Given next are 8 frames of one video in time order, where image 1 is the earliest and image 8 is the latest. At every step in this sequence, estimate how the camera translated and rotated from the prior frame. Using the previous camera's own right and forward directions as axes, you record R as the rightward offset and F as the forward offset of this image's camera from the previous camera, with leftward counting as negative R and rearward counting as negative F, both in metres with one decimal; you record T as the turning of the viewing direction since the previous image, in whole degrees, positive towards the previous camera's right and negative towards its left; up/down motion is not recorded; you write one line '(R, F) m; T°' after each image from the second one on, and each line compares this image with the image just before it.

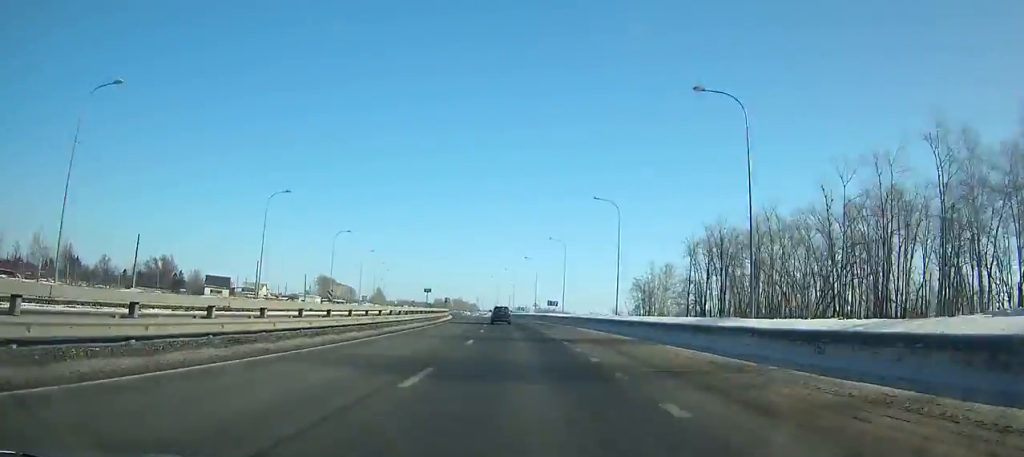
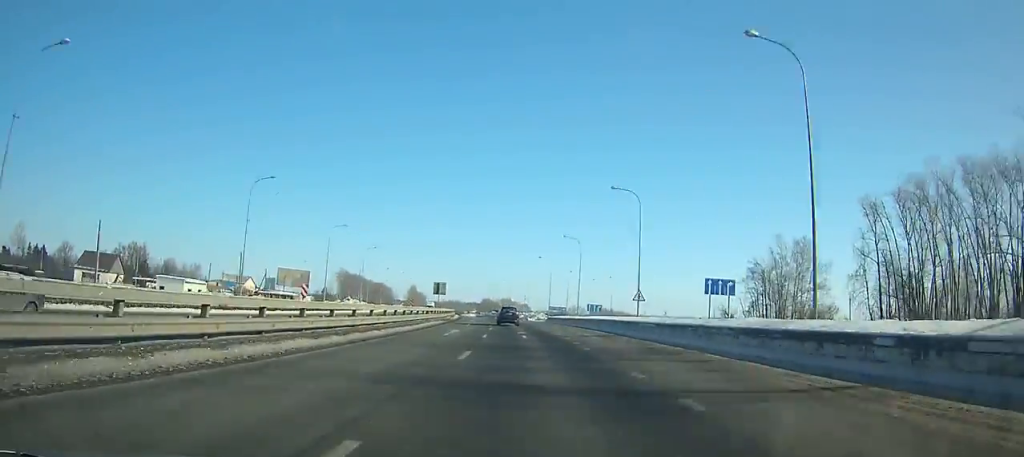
(-3.1, +67.2) m; -5°
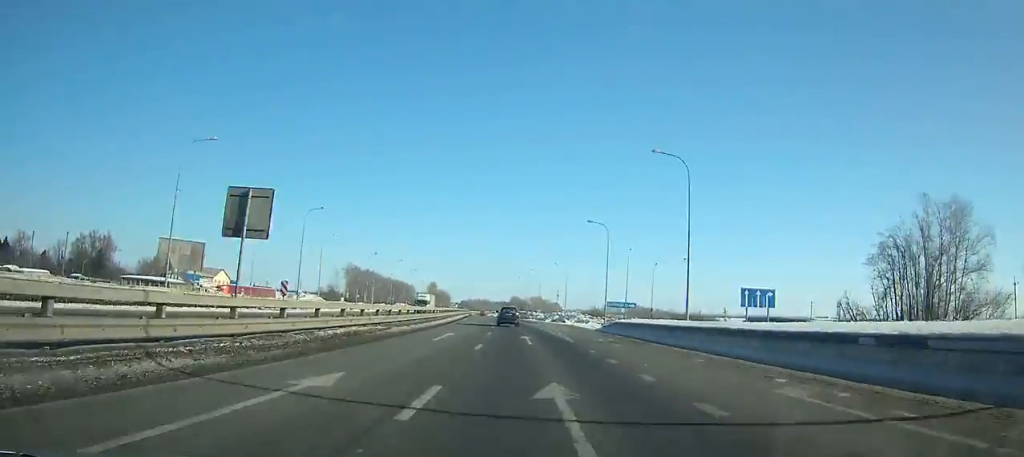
(-1.4, +44.4) m; -3°
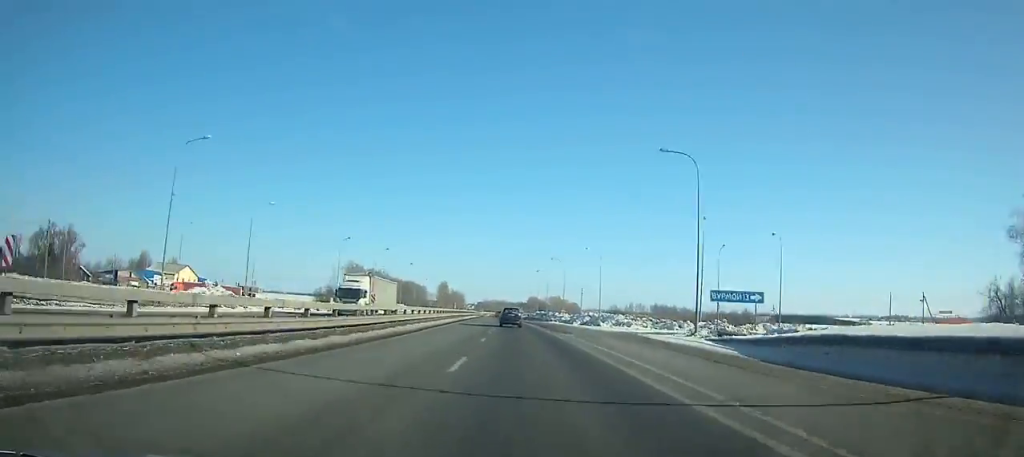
(-0.6, +32.0) m; -2°
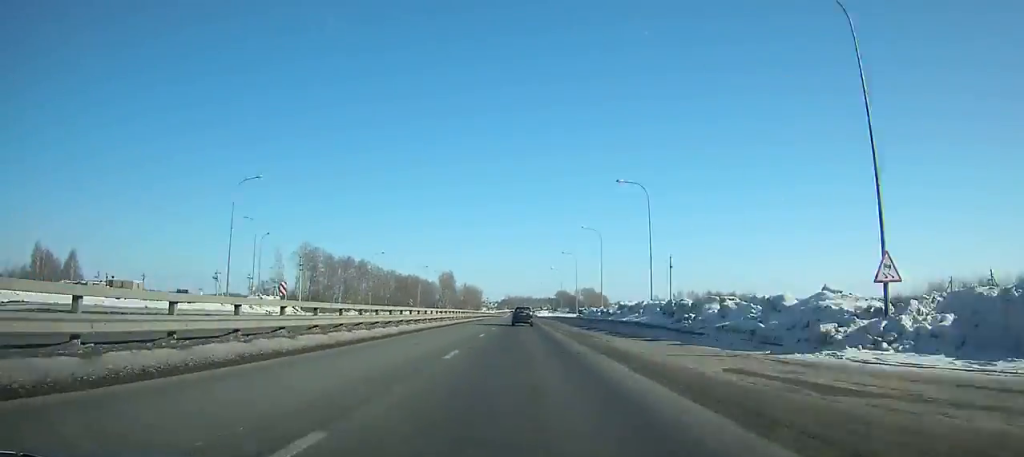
(-3.4, +93.4) m; -3°
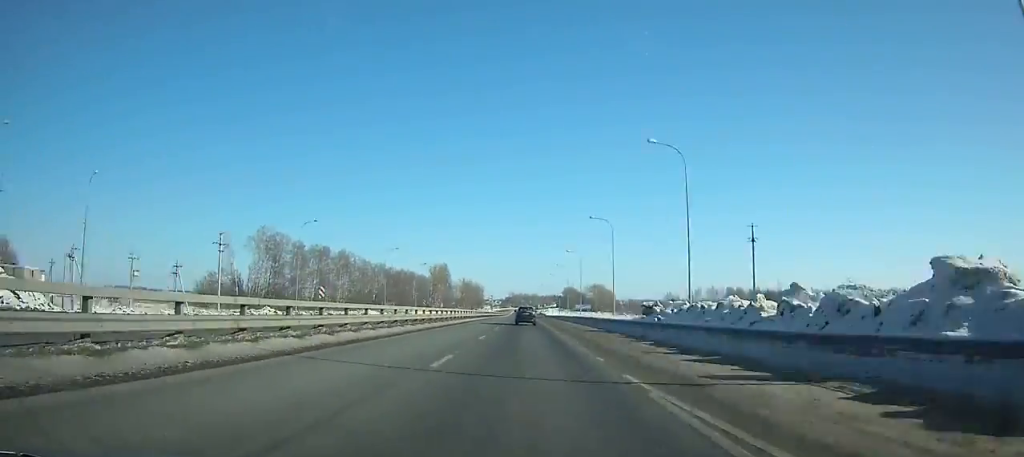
(-0.2, +39.6) m; 0°
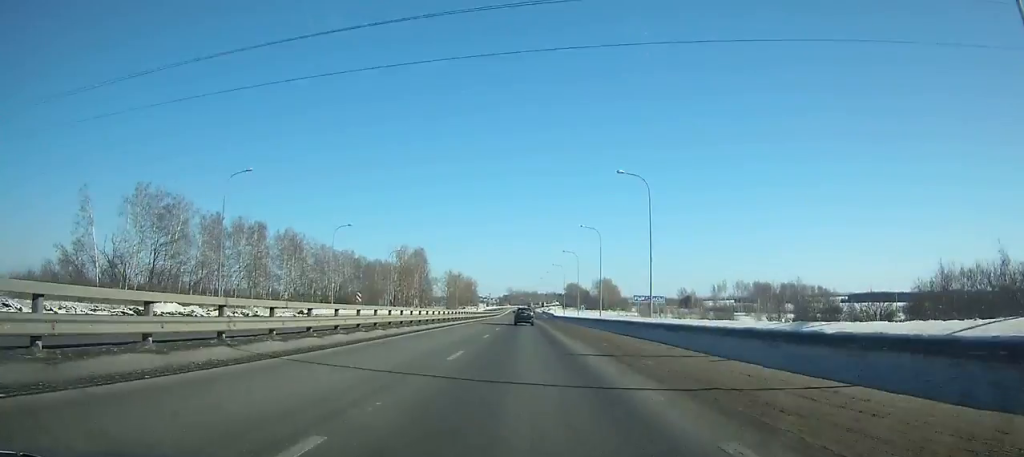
(-0.2, +57.2) m; 0°
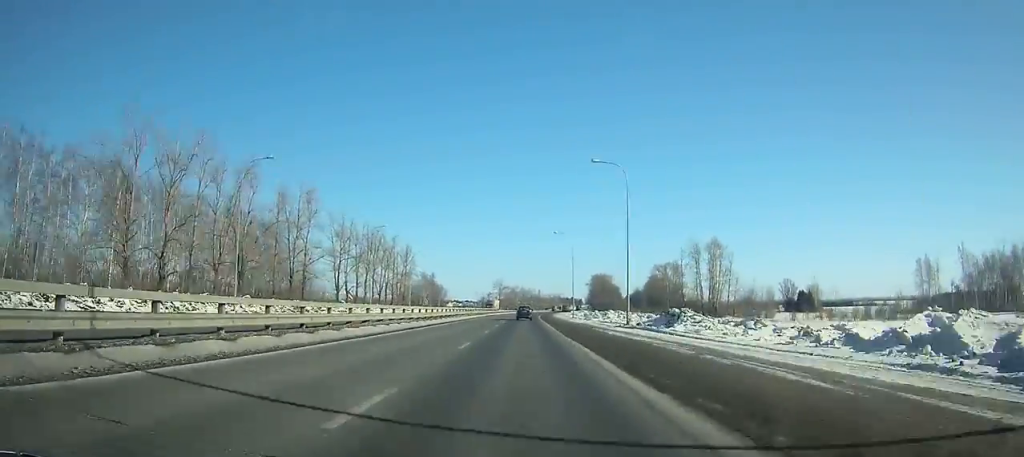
(-0.1, +228.8) m; 0°
